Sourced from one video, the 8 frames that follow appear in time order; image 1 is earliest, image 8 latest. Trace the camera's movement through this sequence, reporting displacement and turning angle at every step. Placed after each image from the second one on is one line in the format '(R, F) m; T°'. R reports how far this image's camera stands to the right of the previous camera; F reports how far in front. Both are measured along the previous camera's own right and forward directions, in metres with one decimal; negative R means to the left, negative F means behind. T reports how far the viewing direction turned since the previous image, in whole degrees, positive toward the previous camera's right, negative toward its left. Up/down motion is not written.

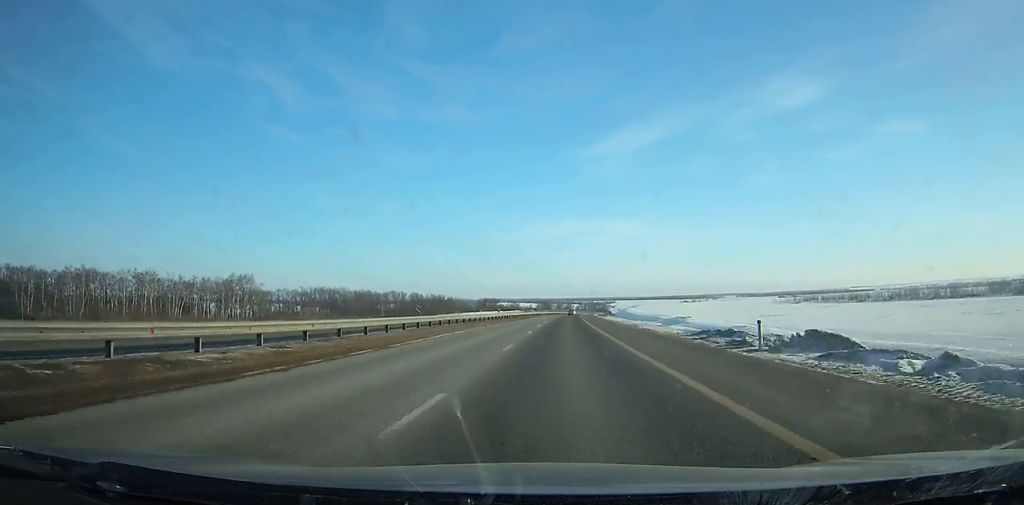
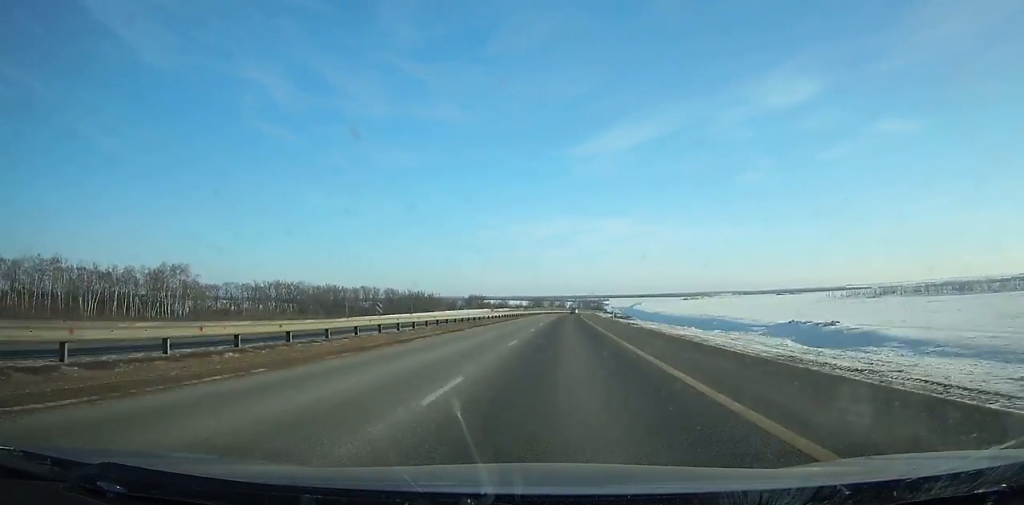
(+0.8, +46.1) m; +1°
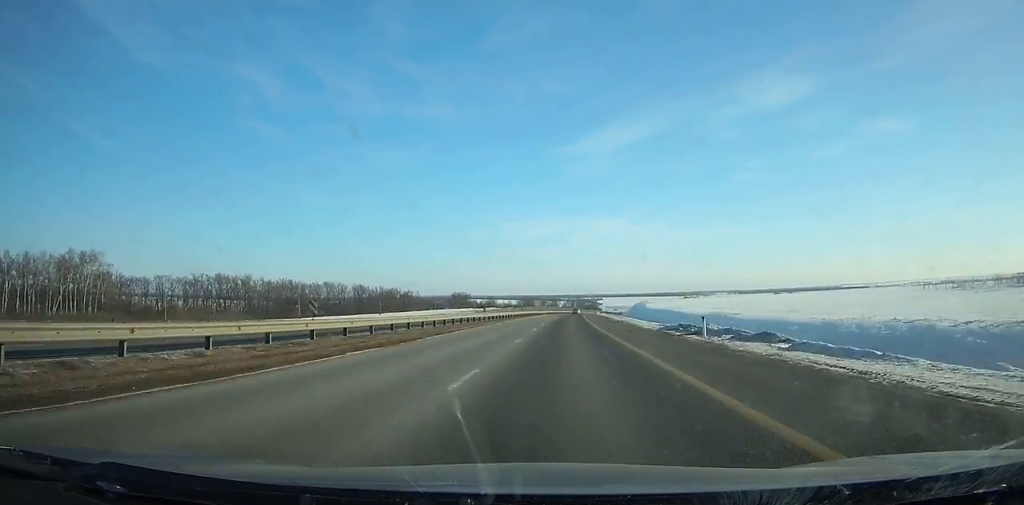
(+0.1, +46.3) m; +1°
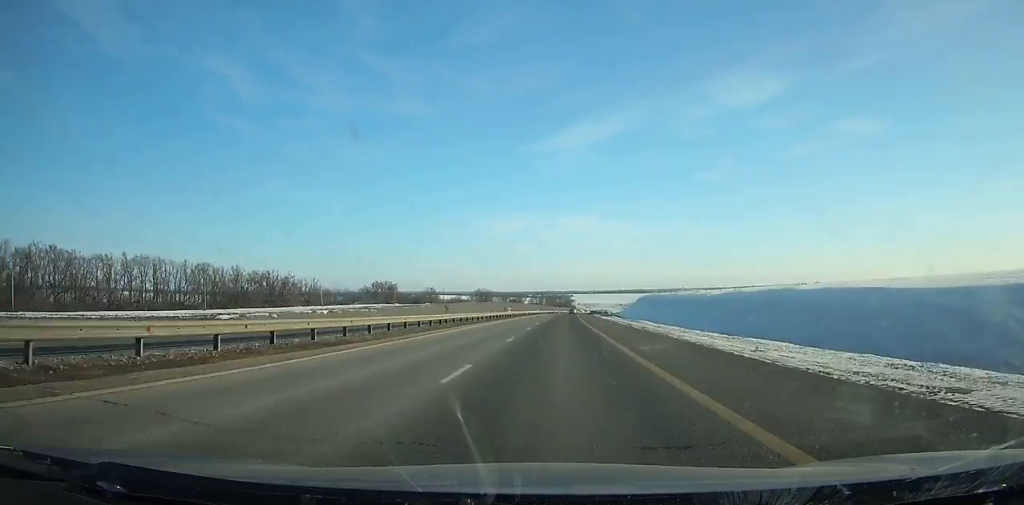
(+2.7, +130.4) m; +2°
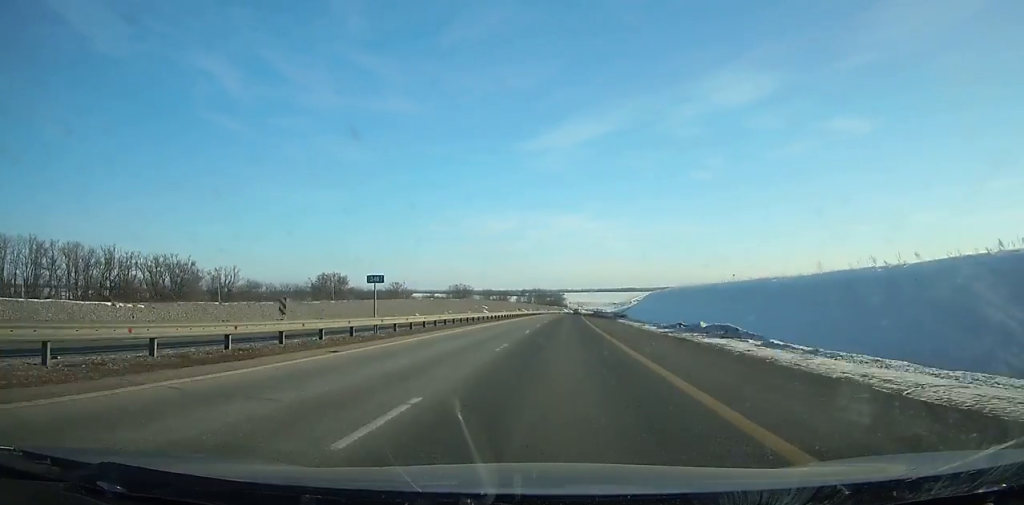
(+0.3, +64.0) m; +1°
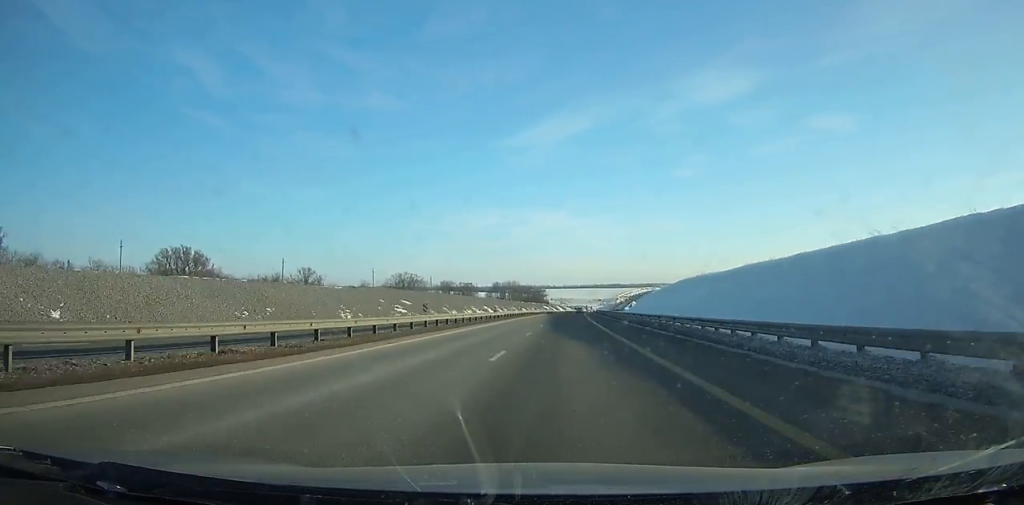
(+1.7, +97.9) m; +2°
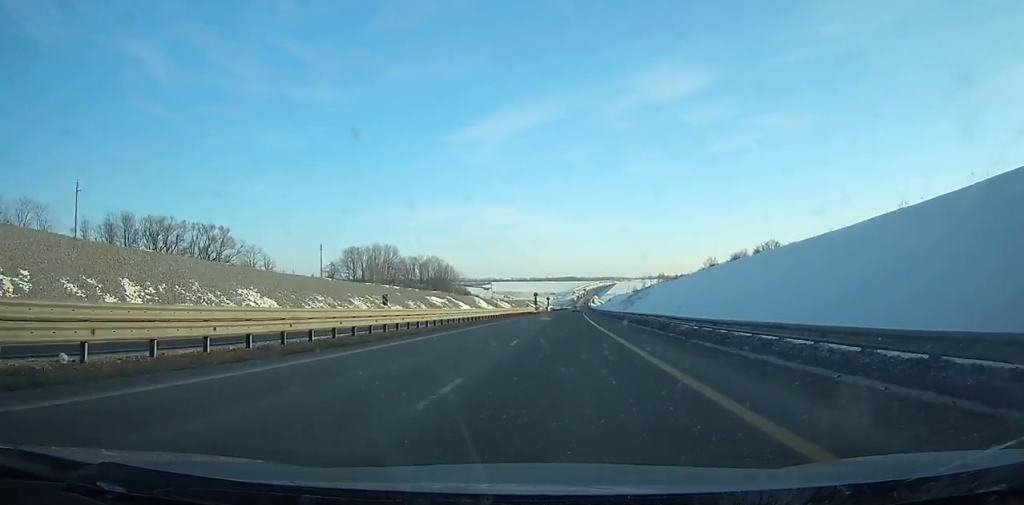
(+9.6, +242.2) m; +4°
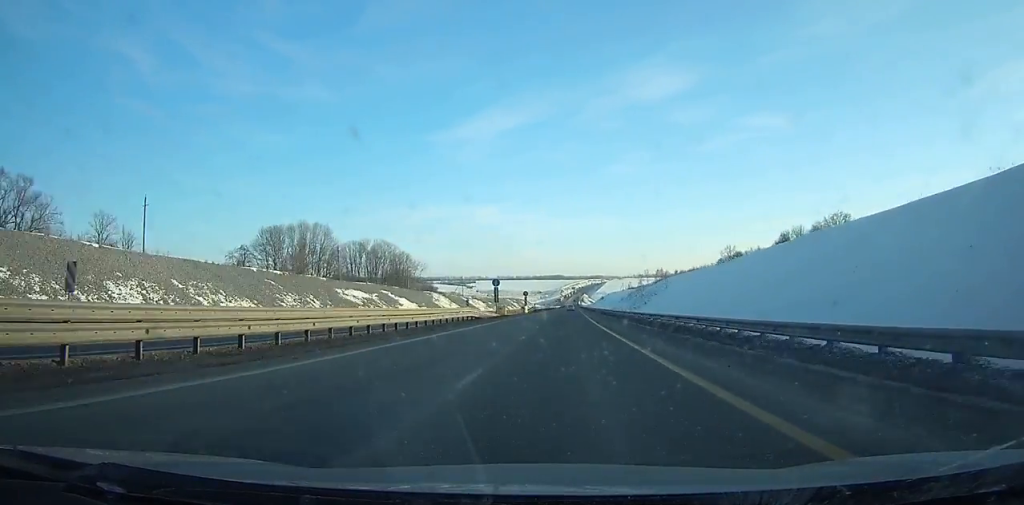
(+0.6, +57.4) m; +1°
